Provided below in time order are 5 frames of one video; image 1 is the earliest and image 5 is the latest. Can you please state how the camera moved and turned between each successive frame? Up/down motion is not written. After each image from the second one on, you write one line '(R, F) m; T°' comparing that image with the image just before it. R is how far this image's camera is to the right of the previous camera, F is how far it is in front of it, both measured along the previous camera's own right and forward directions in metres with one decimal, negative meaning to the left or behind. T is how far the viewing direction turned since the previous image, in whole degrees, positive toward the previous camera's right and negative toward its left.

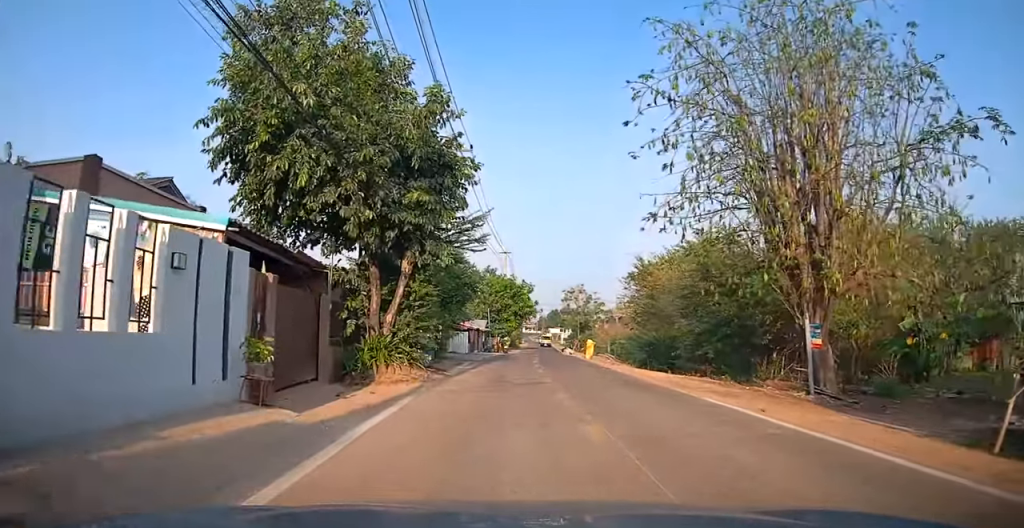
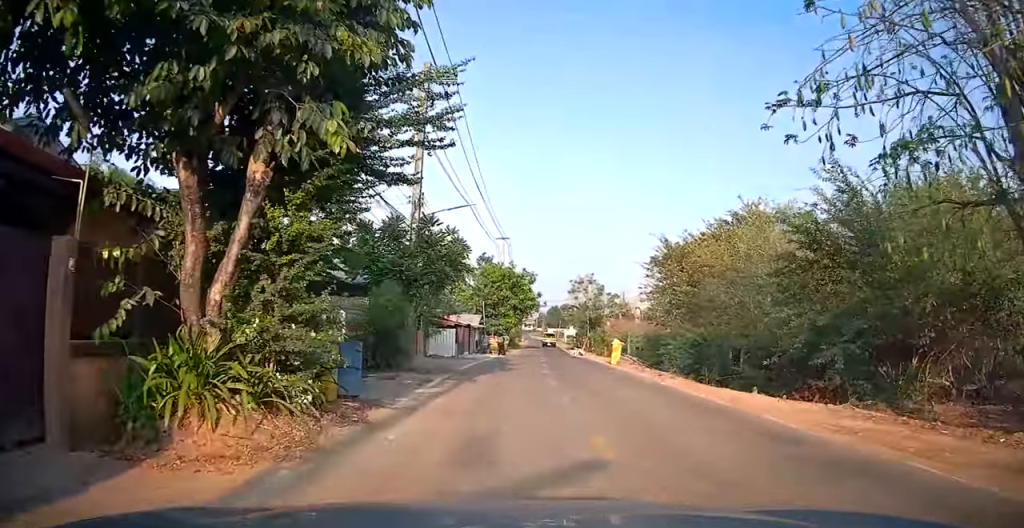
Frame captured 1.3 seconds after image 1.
(-0.1, +8.0) m; -1°
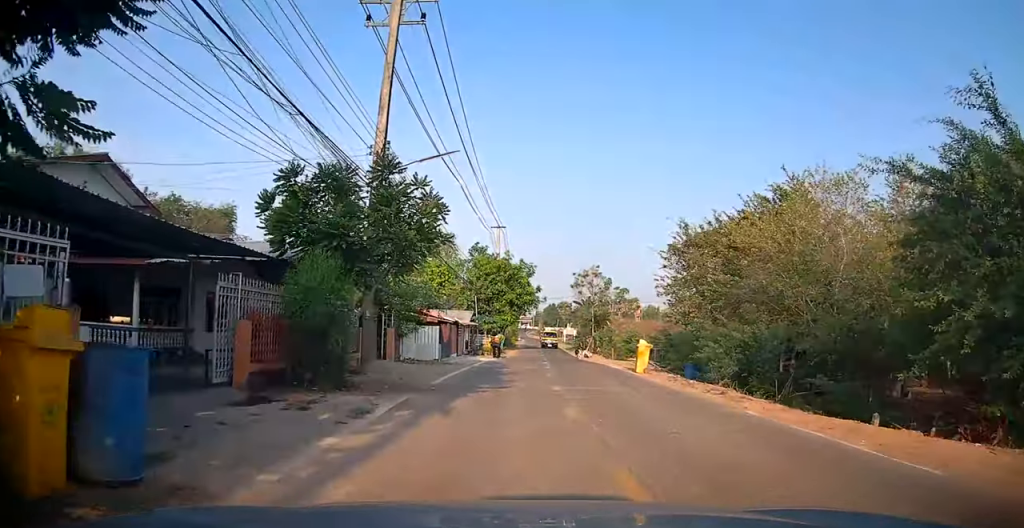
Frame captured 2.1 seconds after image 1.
(-0.1, +5.5) m; 0°
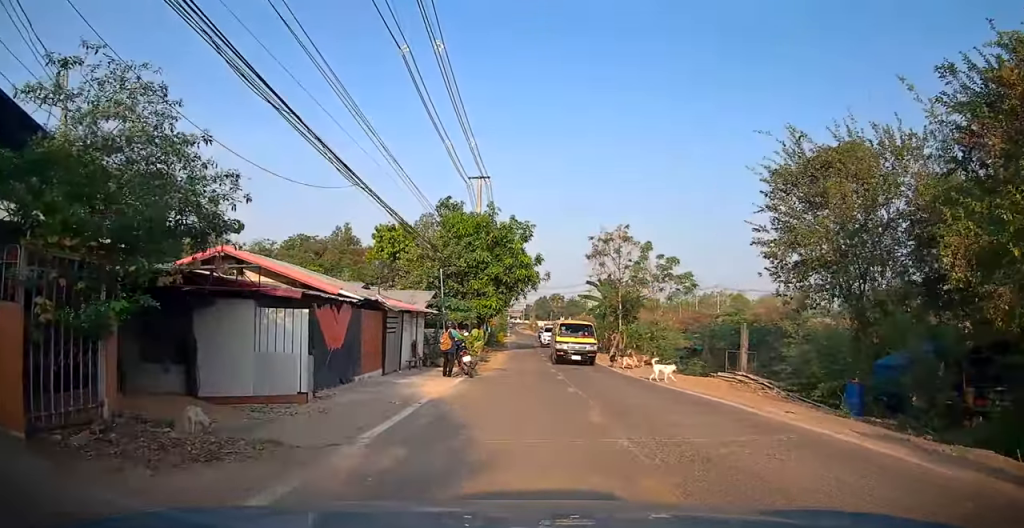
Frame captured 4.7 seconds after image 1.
(+0.9, +16.5) m; +5°
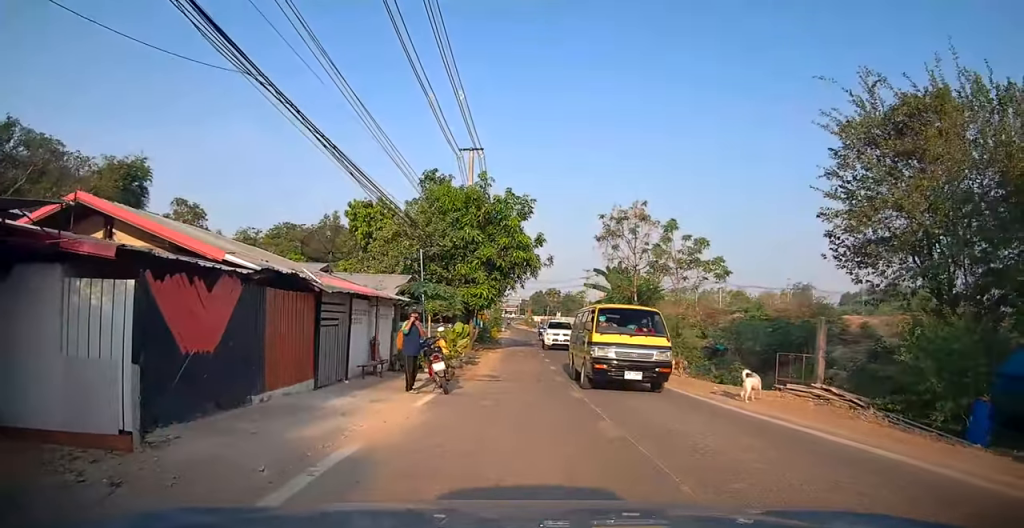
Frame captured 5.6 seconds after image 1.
(-0.1, +5.4) m; 0°
